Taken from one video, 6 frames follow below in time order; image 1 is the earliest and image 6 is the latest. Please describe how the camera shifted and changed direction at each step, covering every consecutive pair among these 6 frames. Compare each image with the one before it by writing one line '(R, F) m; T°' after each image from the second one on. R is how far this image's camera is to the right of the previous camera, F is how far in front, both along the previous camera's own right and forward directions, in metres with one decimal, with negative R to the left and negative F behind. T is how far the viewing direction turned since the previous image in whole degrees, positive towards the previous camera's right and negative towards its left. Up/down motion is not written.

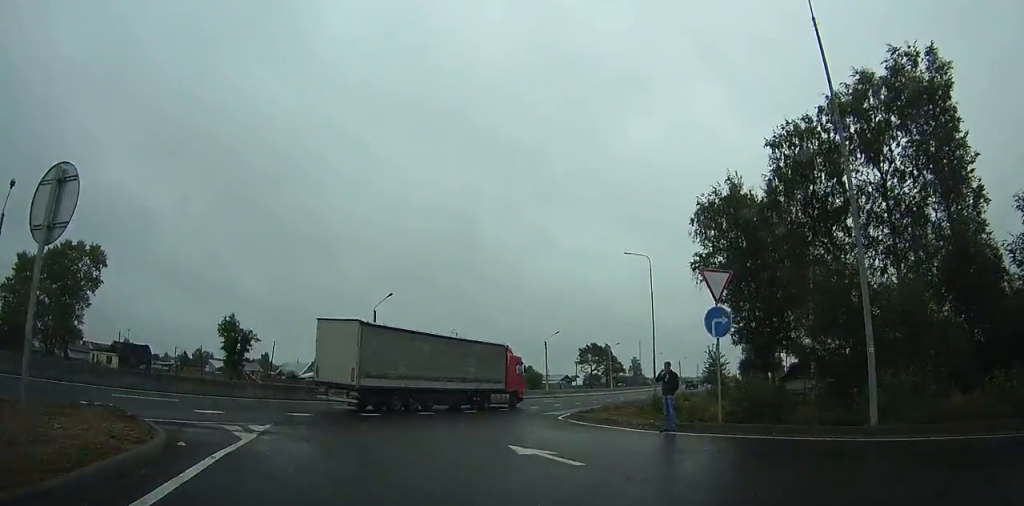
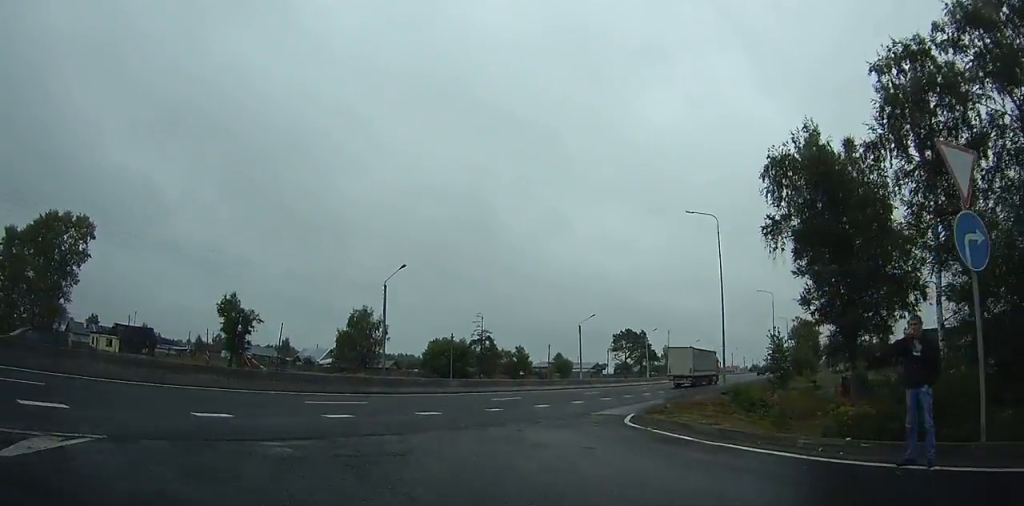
(-0.3, +8.8) m; -1°
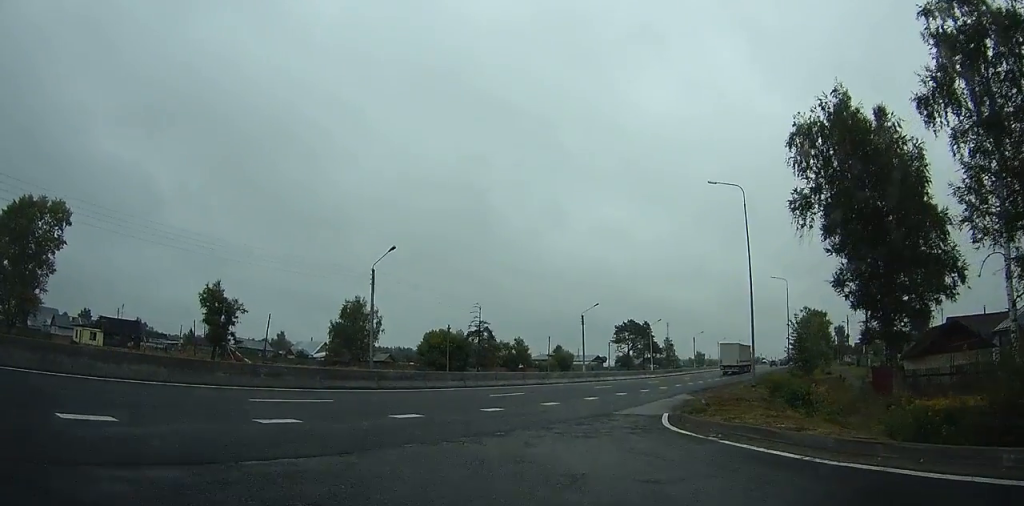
(+0.1, +4.2) m; +1°
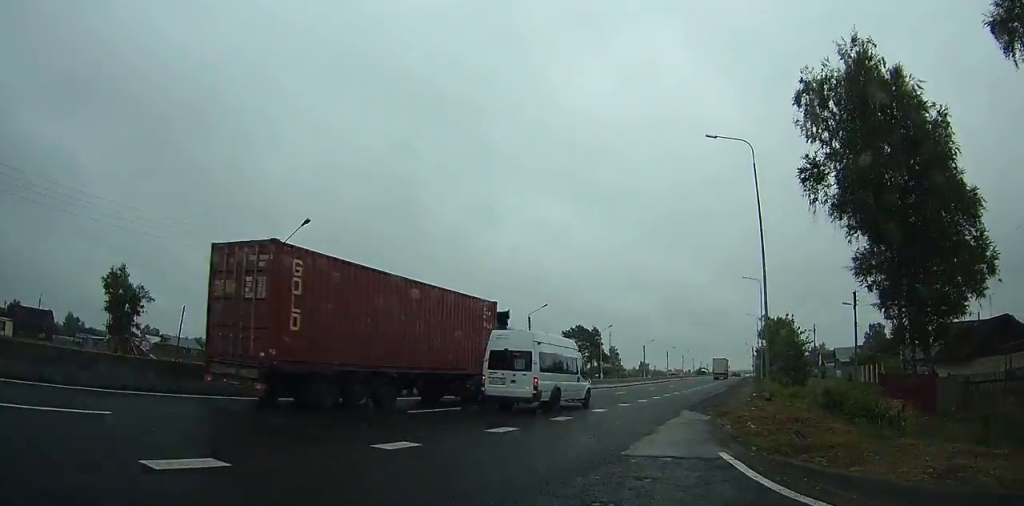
(+0.2, +8.6) m; +5°
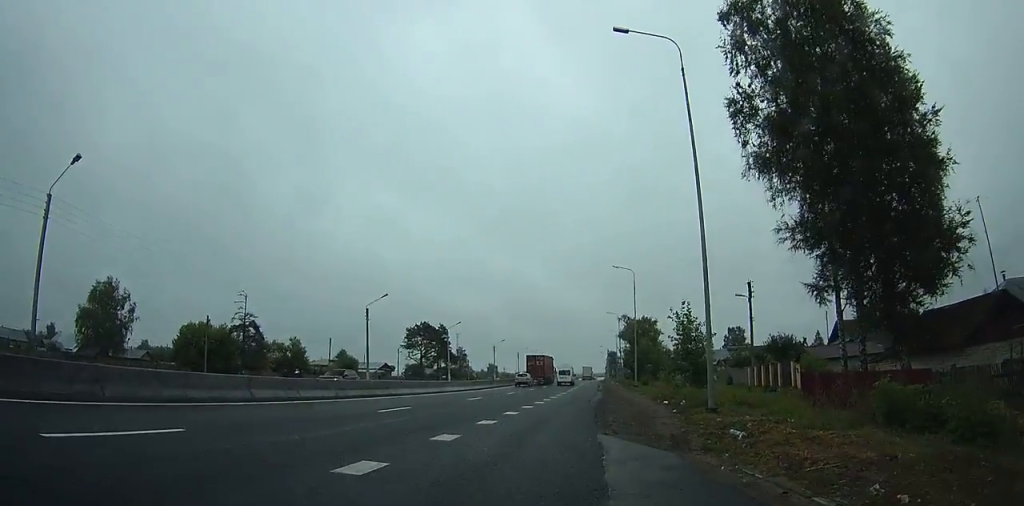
(+1.0, +9.8) m; +10°
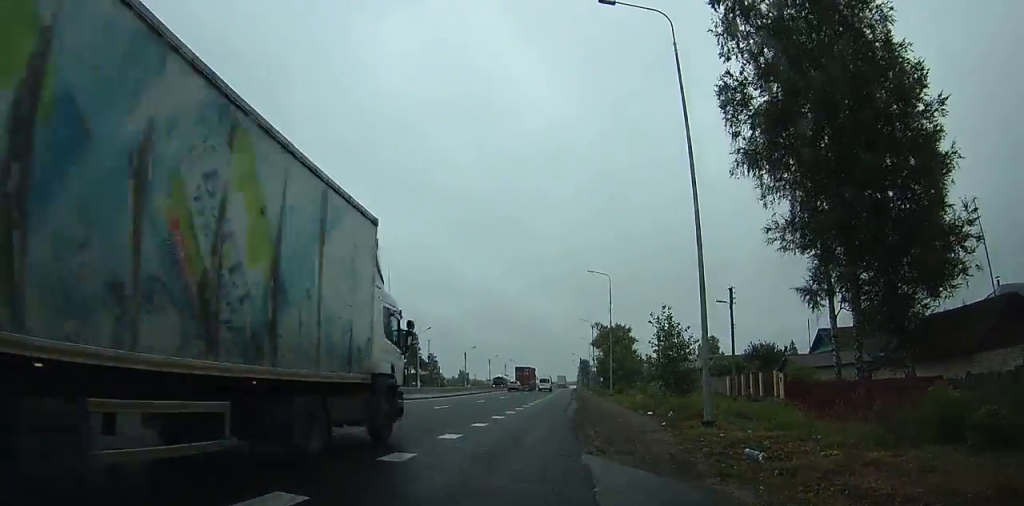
(+0.1, +2.4) m; +2°
